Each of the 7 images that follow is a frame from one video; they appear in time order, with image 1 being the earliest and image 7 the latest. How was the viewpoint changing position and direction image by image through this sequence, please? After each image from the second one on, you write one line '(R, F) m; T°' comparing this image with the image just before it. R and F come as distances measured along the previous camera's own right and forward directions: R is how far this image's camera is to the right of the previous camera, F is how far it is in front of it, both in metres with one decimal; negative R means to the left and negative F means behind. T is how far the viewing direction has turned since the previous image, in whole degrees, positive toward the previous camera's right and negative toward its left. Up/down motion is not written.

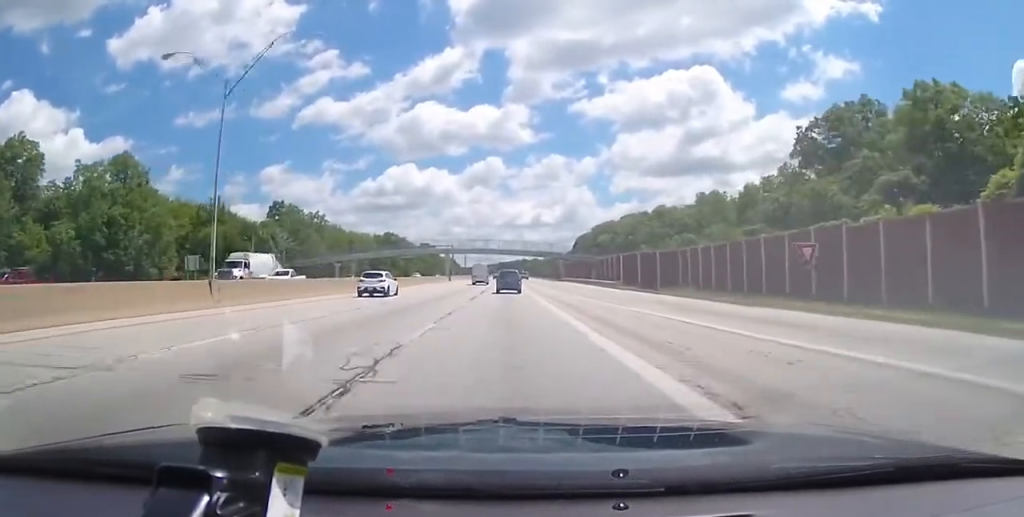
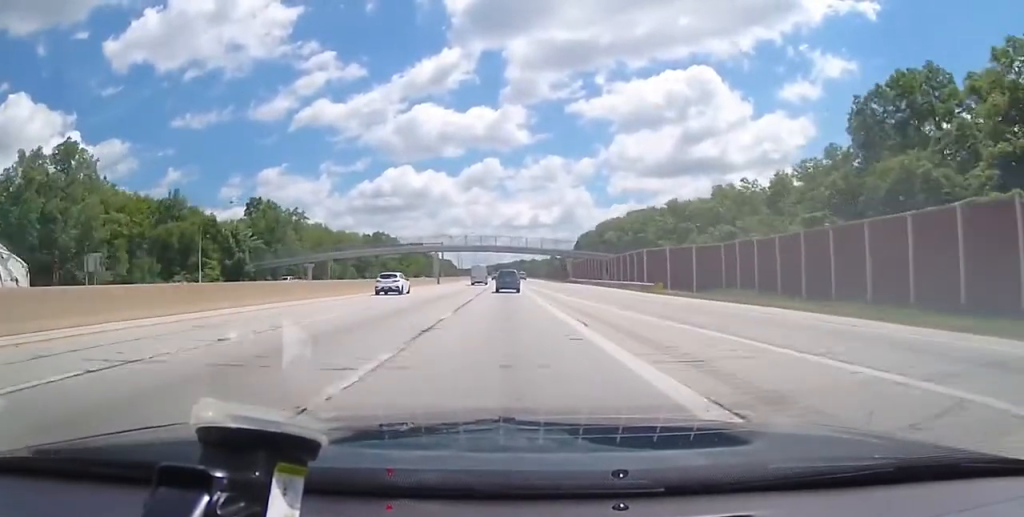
(-0.1, +17.2) m; +1°
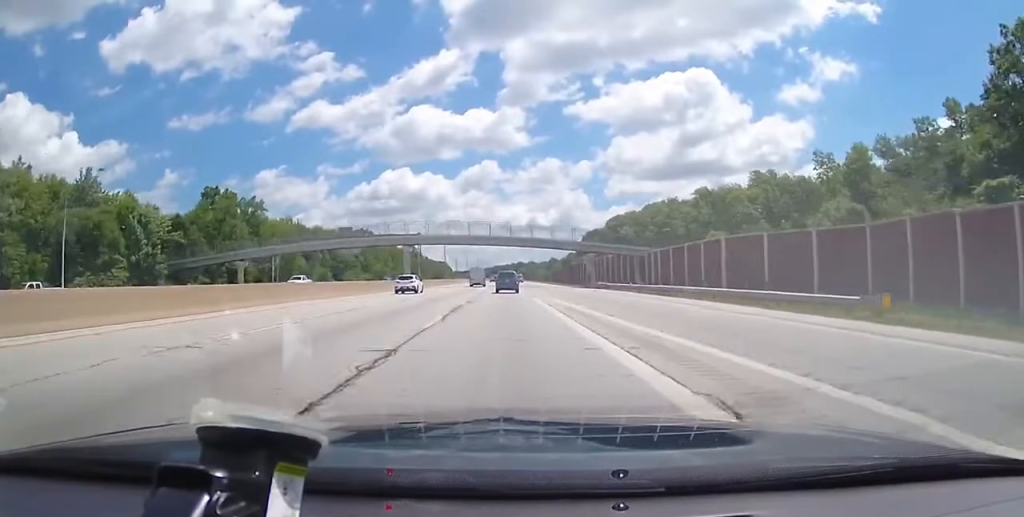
(+0.5, +28.6) m; 0°
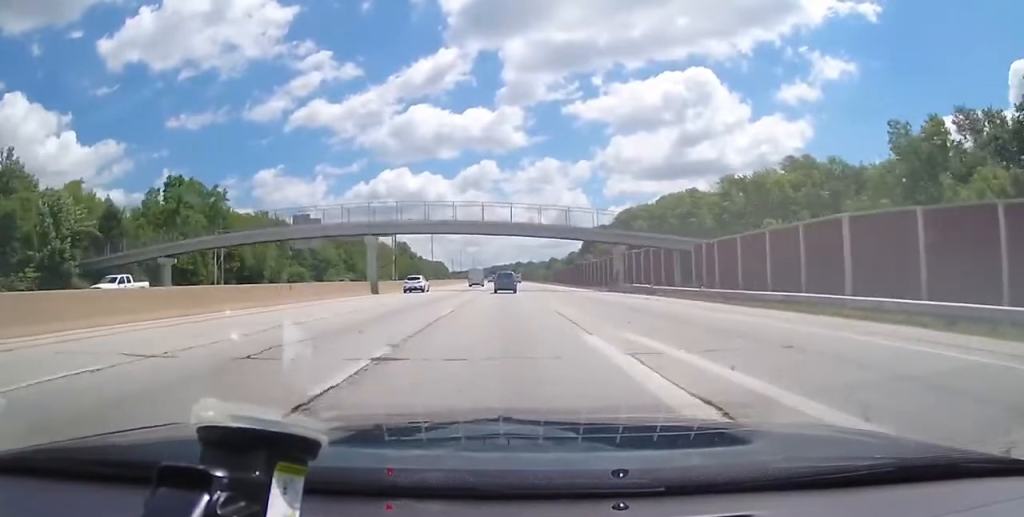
(-0.2, +19.0) m; 0°
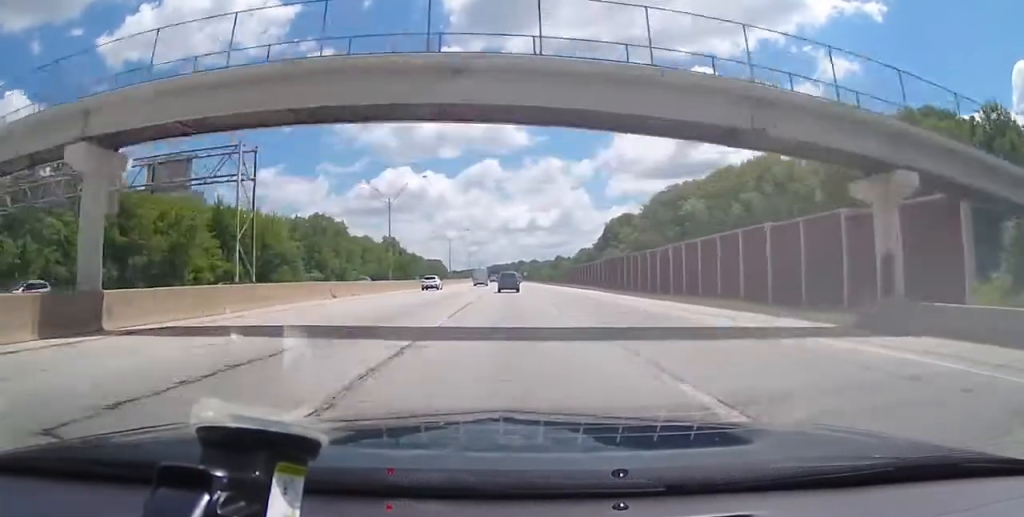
(+0.1, +40.8) m; 0°
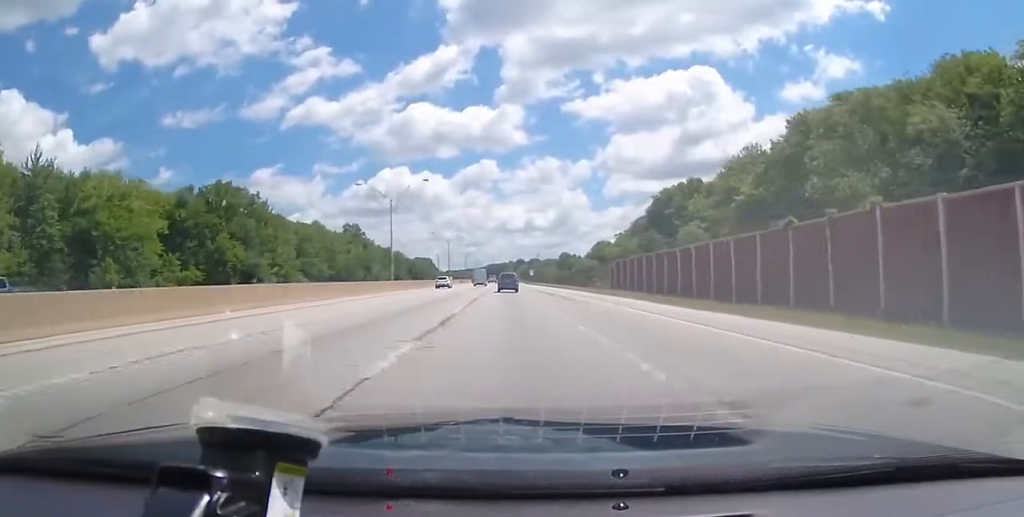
(-0.5, +66.7) m; -1°
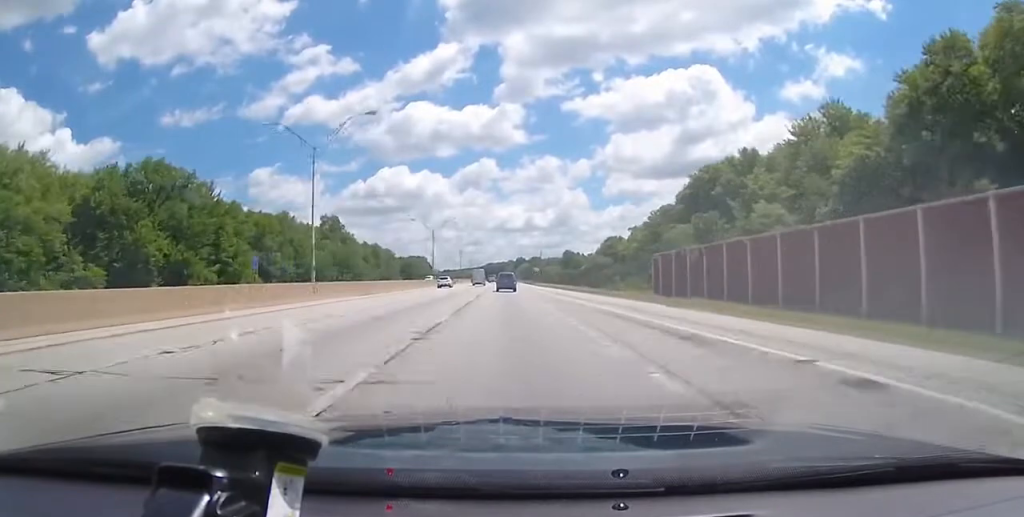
(-0.1, +27.8) m; 0°
